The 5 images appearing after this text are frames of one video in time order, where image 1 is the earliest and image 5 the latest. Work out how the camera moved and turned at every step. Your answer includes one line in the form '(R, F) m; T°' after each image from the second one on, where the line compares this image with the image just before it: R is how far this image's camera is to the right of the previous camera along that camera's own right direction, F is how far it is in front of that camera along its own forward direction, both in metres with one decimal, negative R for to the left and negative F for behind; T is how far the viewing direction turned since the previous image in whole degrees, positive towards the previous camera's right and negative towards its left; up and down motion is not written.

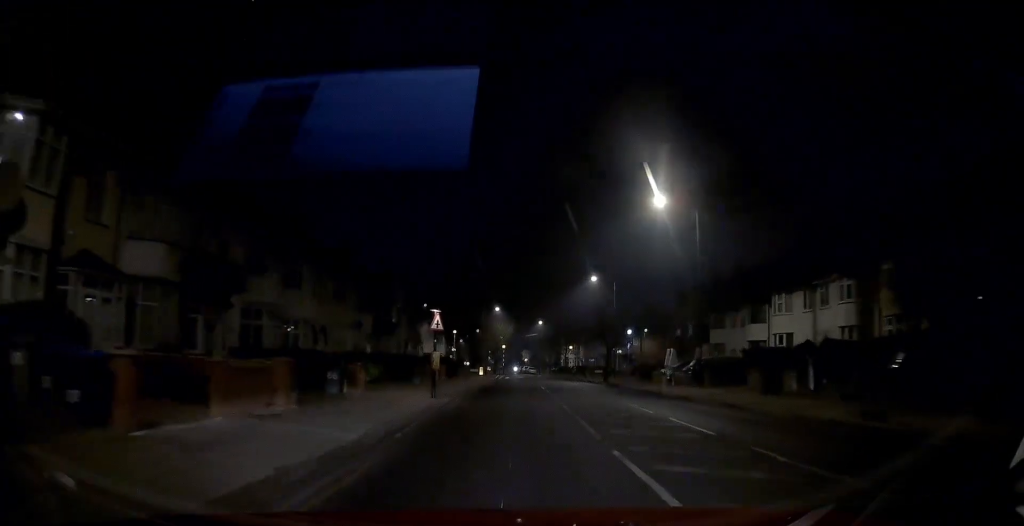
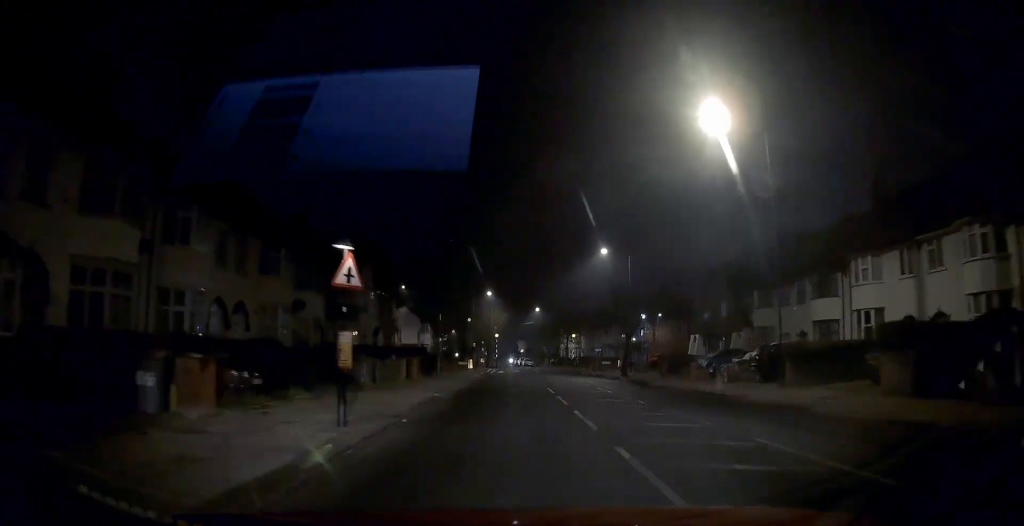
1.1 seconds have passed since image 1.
(-0.1, +10.6) m; 0°
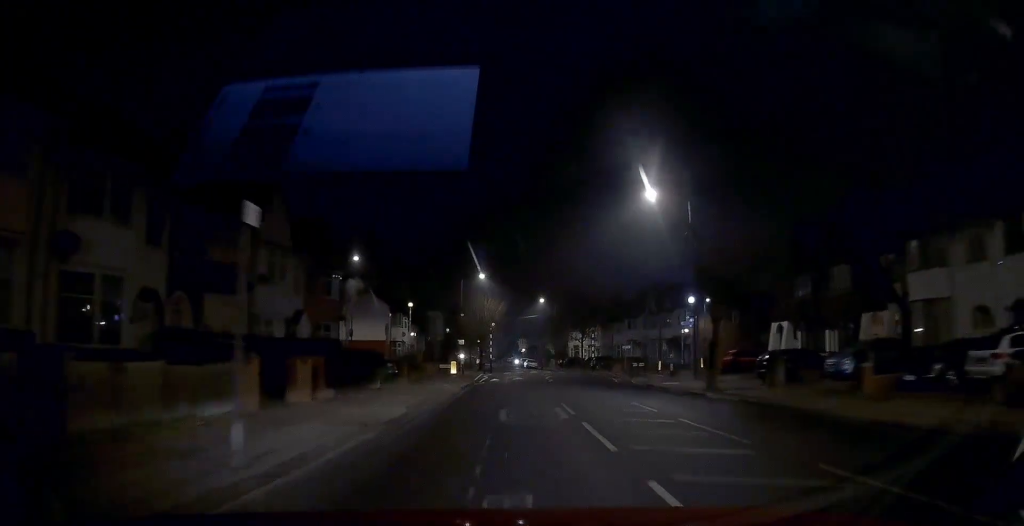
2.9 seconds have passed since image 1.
(-0.3, +18.3) m; -1°
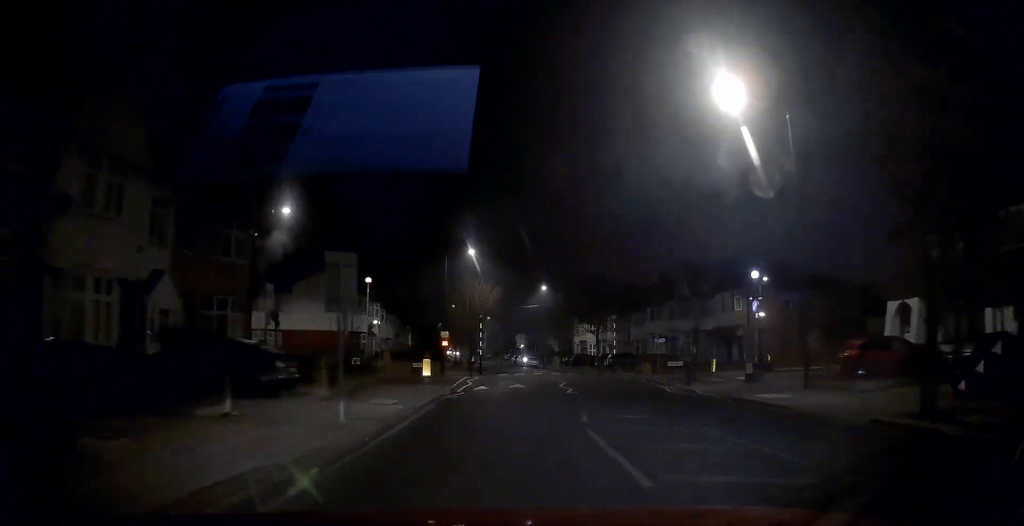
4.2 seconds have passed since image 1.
(+0.2, +13.9) m; +1°
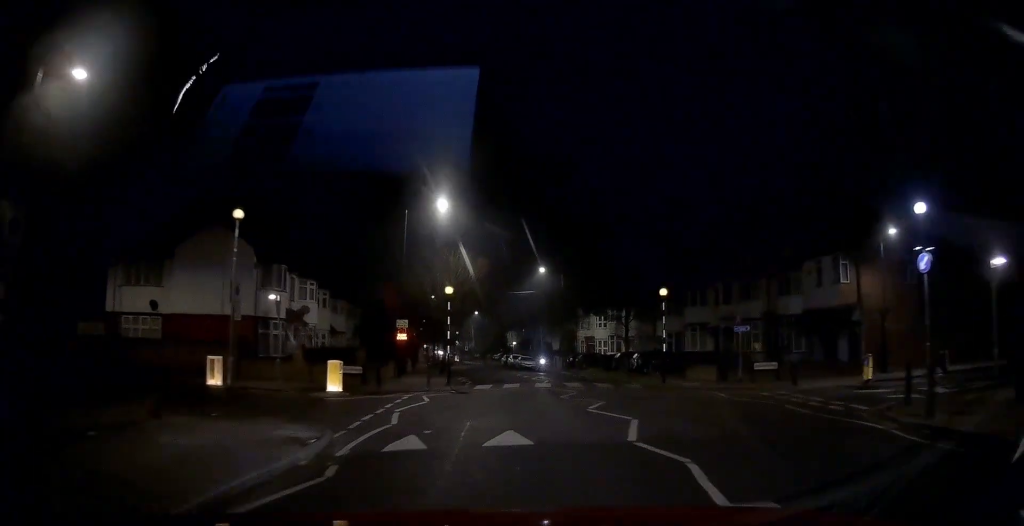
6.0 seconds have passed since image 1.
(+0.1, +17.0) m; +1°
